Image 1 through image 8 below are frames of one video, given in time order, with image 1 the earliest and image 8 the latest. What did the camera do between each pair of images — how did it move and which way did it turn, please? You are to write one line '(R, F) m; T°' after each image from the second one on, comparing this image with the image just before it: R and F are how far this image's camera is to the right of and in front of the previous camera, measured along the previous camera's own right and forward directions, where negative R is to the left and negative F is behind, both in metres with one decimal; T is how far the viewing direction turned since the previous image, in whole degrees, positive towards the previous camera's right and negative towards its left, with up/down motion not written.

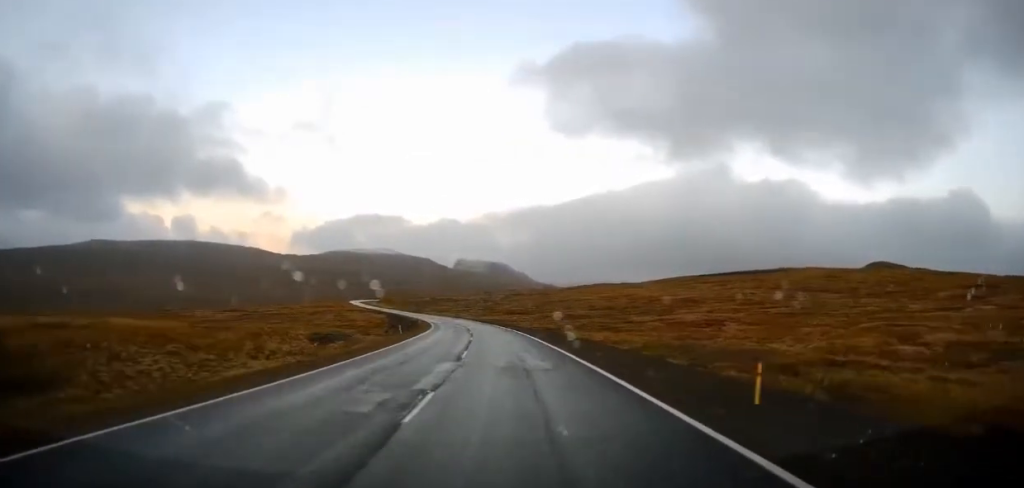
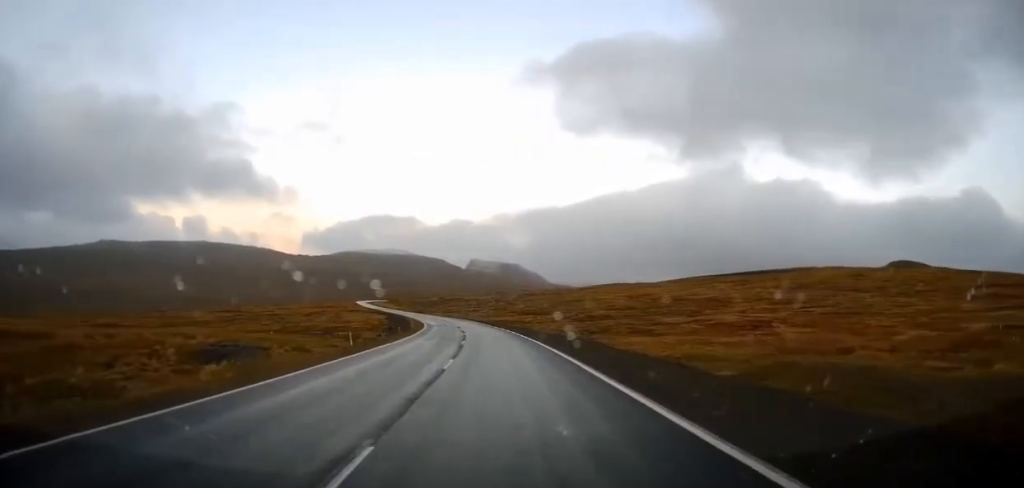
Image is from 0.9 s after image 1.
(+0.1, +16.6) m; -2°
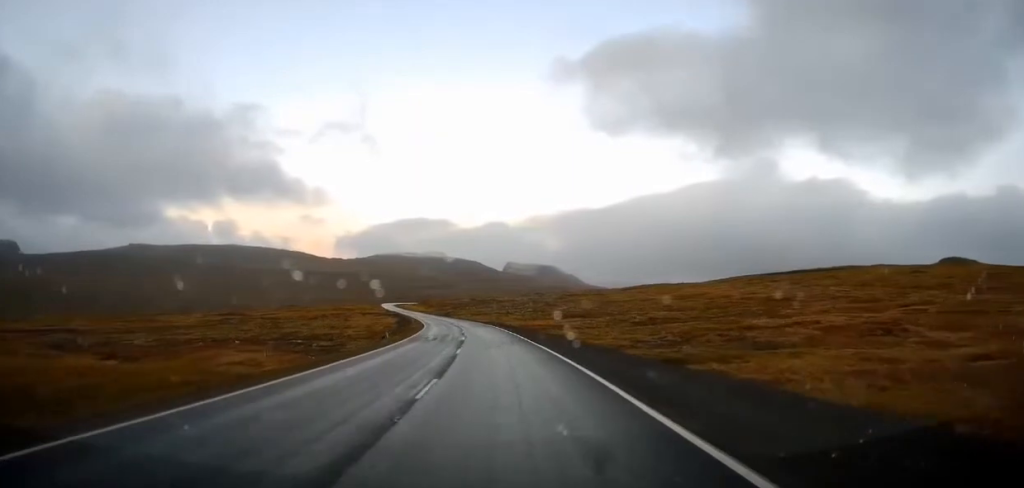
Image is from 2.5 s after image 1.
(-0.9, +29.3) m; -2°
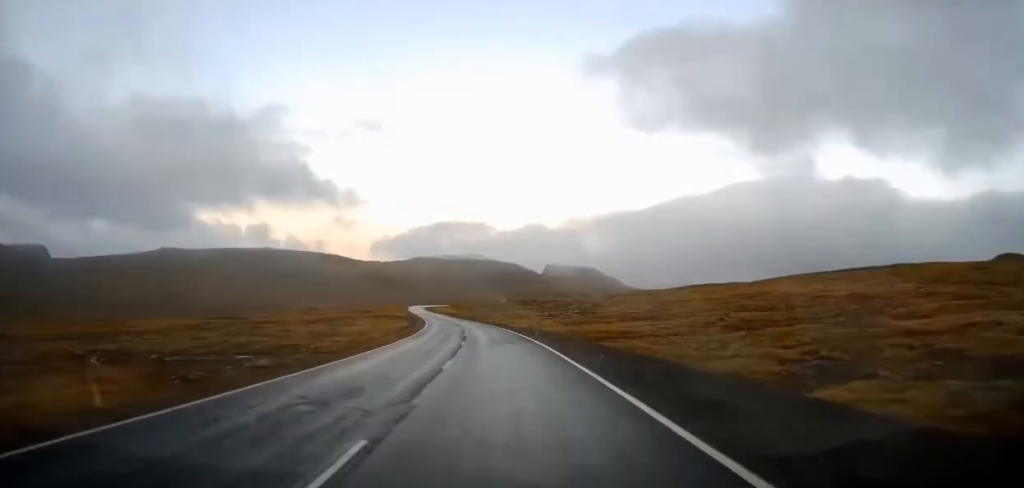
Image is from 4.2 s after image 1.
(-0.5, +31.0) m; -4°
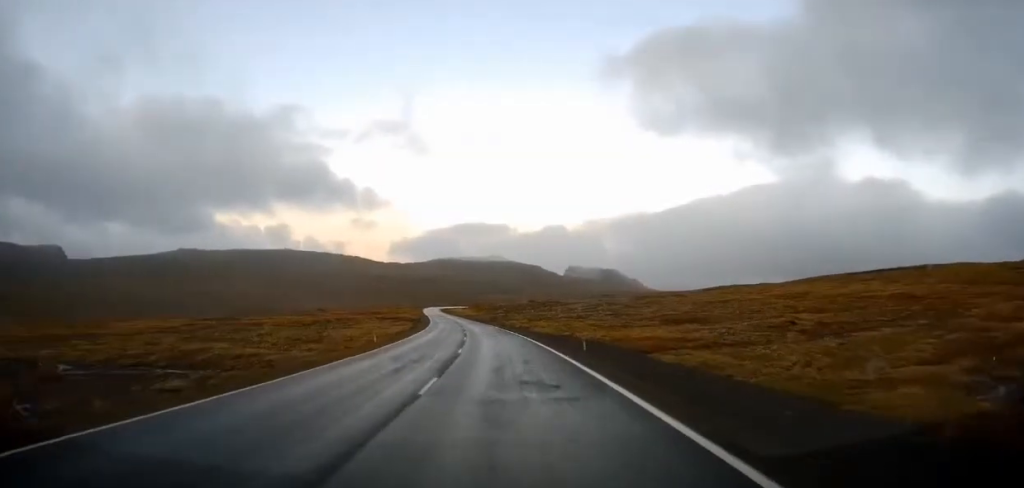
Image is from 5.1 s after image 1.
(-0.5, +17.0) m; -2°
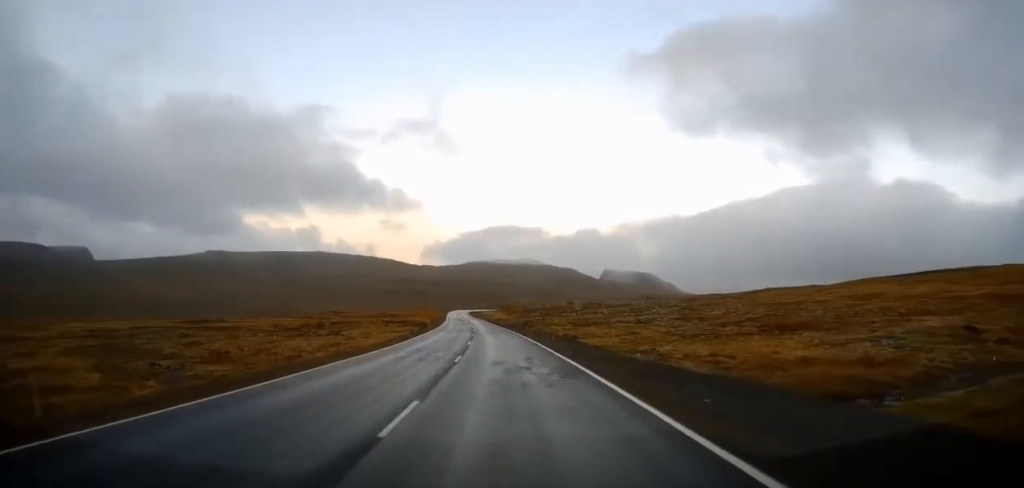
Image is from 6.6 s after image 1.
(-0.7, +27.1) m; -4°
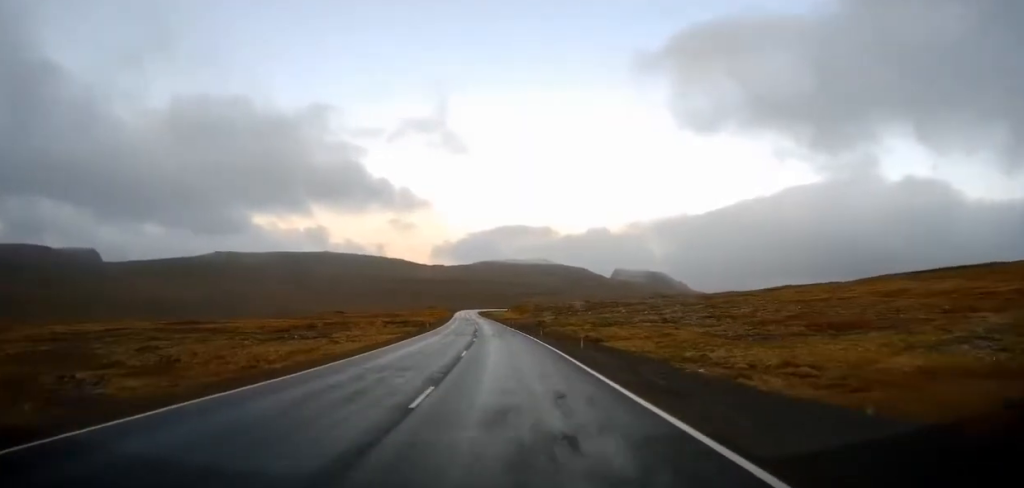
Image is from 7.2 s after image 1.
(-0.1, +9.7) m; -2°
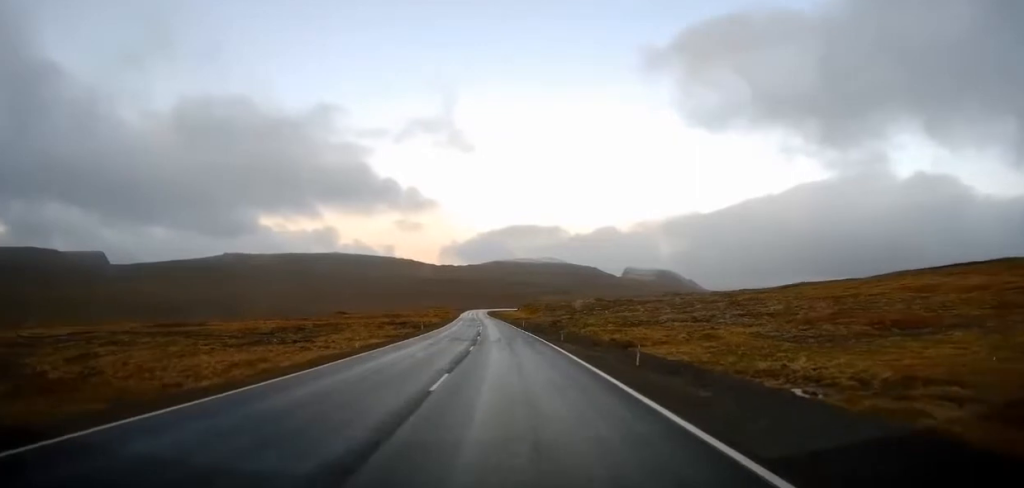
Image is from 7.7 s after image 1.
(-0.3, +9.7) m; -2°
